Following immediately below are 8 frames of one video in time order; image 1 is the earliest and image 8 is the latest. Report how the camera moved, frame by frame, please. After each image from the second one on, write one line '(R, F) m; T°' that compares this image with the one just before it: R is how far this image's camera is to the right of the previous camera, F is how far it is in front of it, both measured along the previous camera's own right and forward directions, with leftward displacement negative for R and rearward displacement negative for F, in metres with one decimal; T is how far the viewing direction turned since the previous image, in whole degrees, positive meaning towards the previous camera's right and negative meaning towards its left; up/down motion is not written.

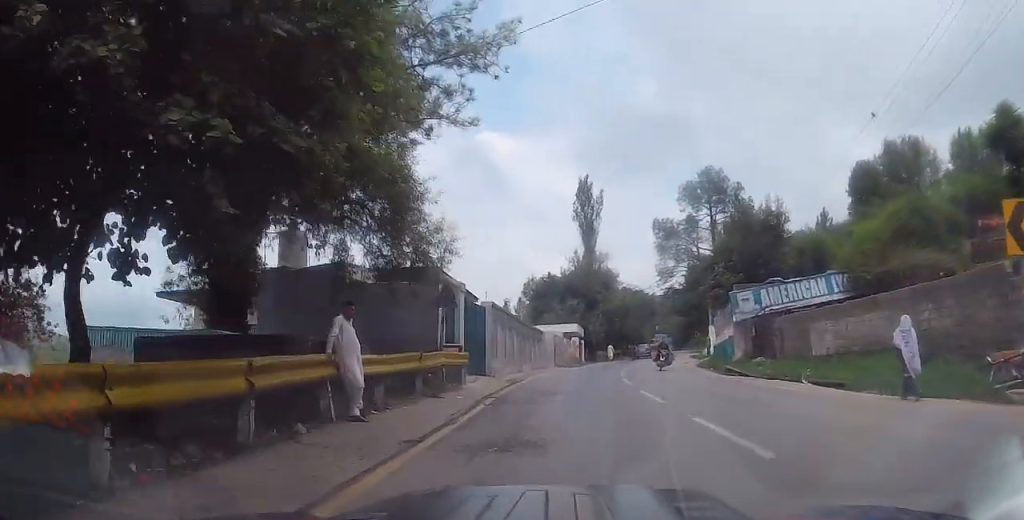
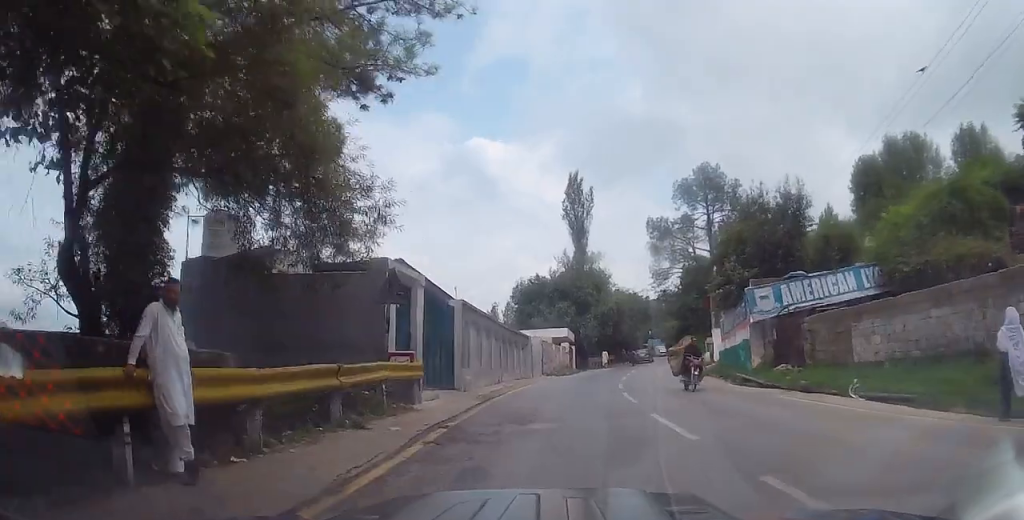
(-0.1, +4.0) m; -1°
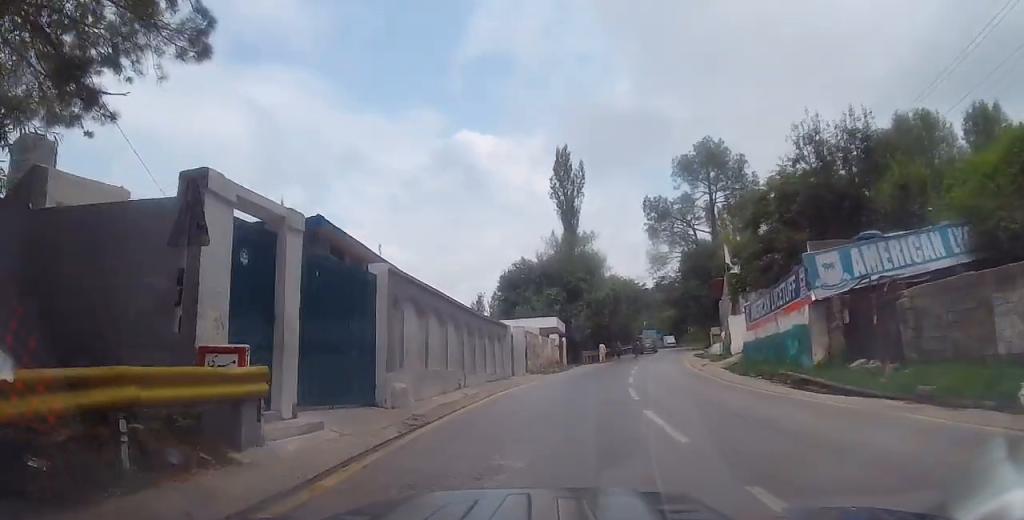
(0.0, +6.9) m; +1°
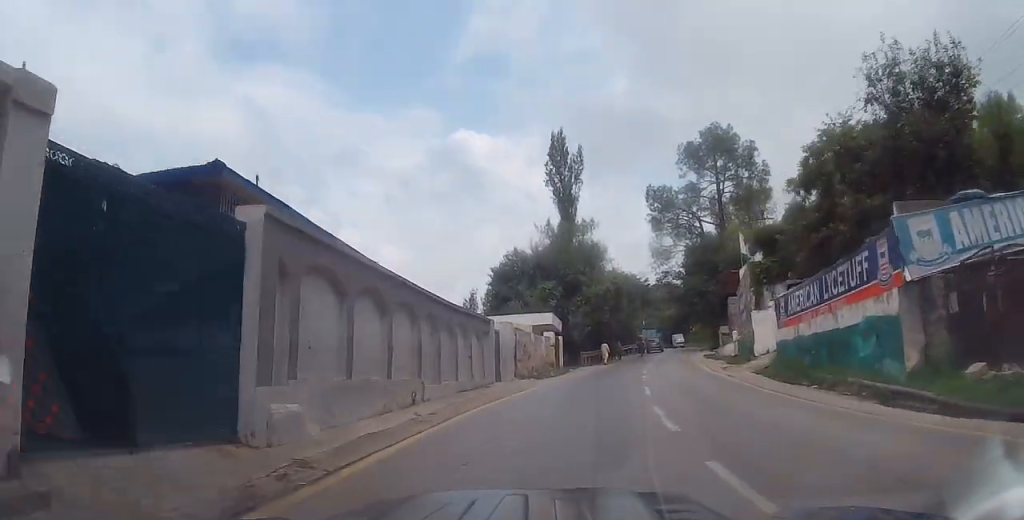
(-0.1, +5.0) m; +2°
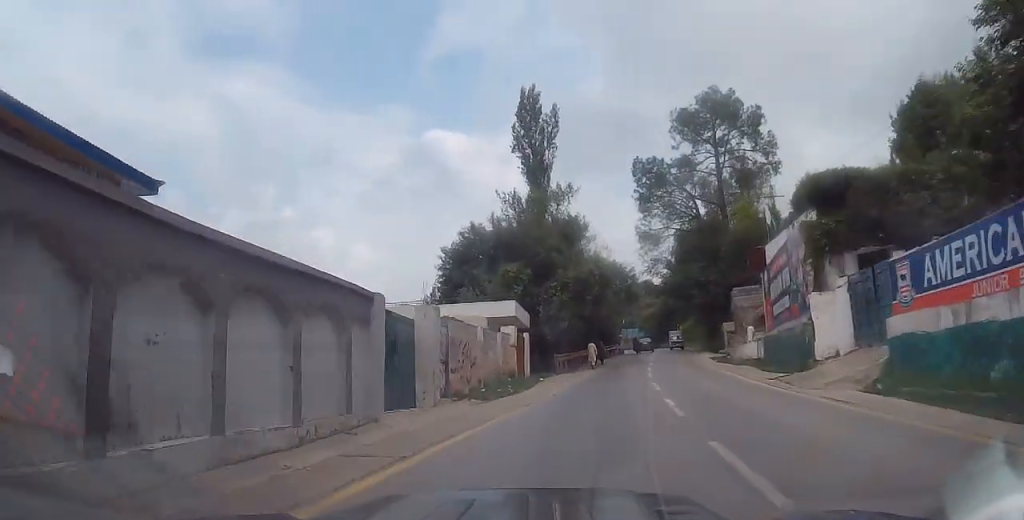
(+0.4, +10.6) m; +1°
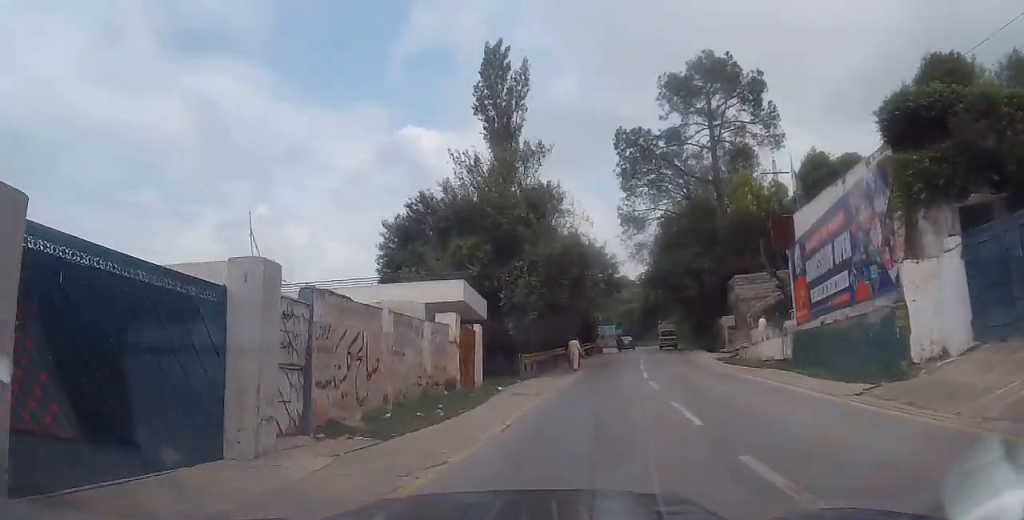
(-0.1, +7.5) m; +2°
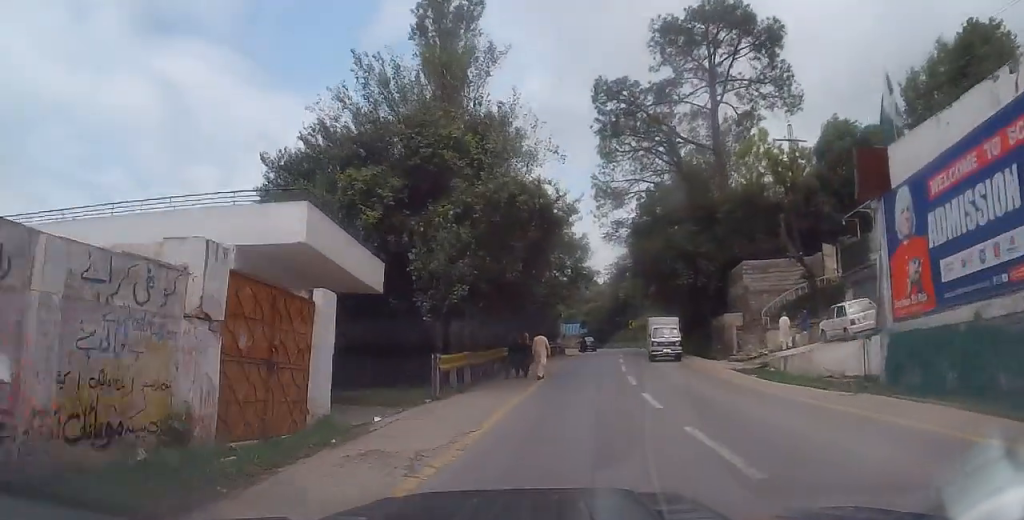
(+0.5, +10.0) m; +6°
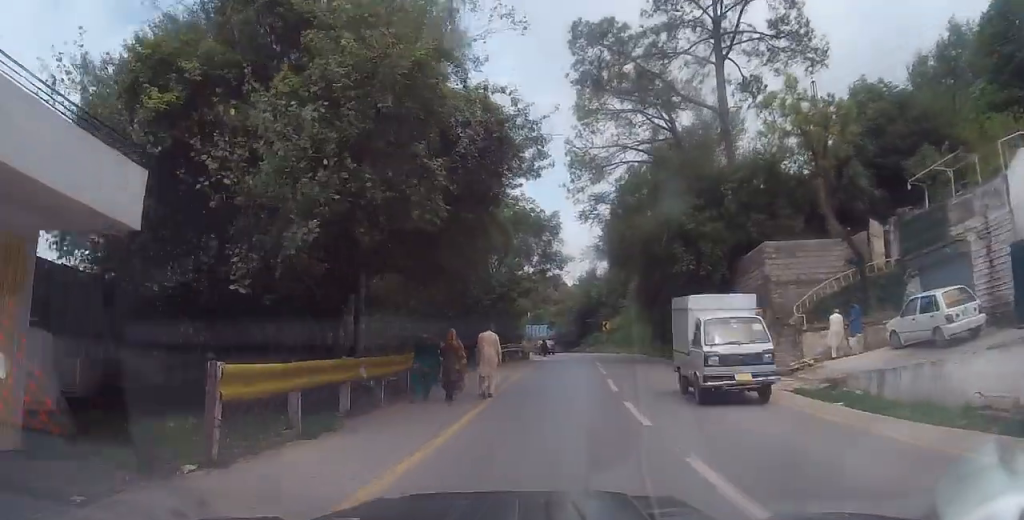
(+0.3, +8.1) m; +3°
